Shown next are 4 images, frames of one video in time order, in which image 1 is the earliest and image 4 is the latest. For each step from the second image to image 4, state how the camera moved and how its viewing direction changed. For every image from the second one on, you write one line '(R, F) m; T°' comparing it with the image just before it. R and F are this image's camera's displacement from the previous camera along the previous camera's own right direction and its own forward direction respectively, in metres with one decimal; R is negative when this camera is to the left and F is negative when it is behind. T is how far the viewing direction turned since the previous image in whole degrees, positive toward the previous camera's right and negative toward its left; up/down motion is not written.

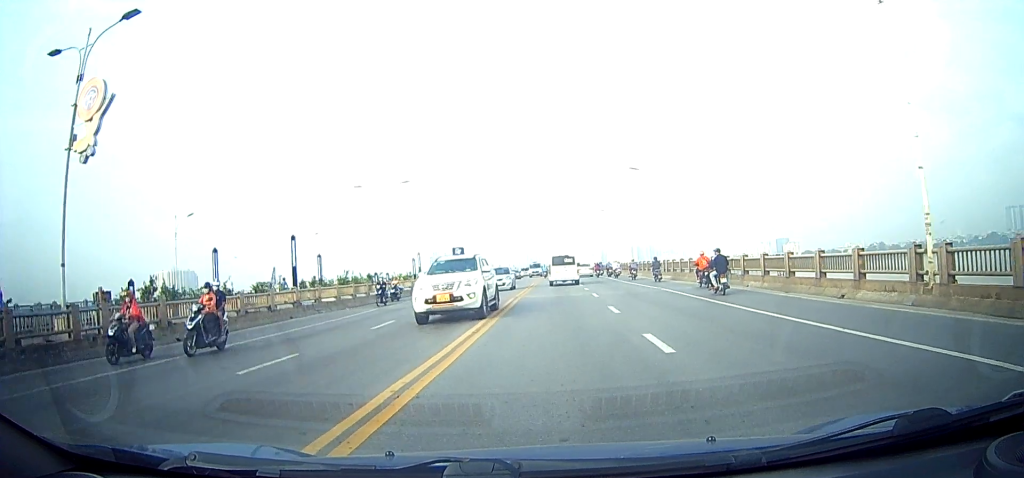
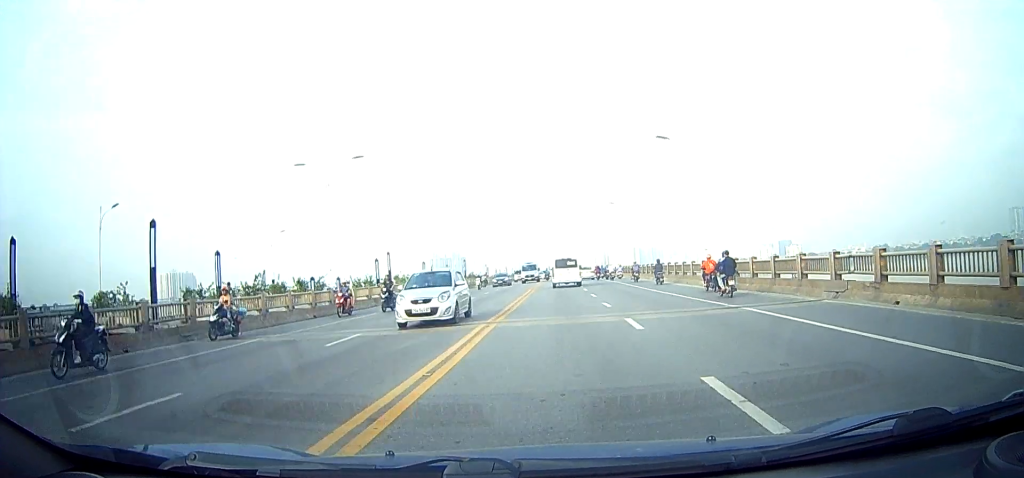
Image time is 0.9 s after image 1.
(-0.1, +10.5) m; -1°
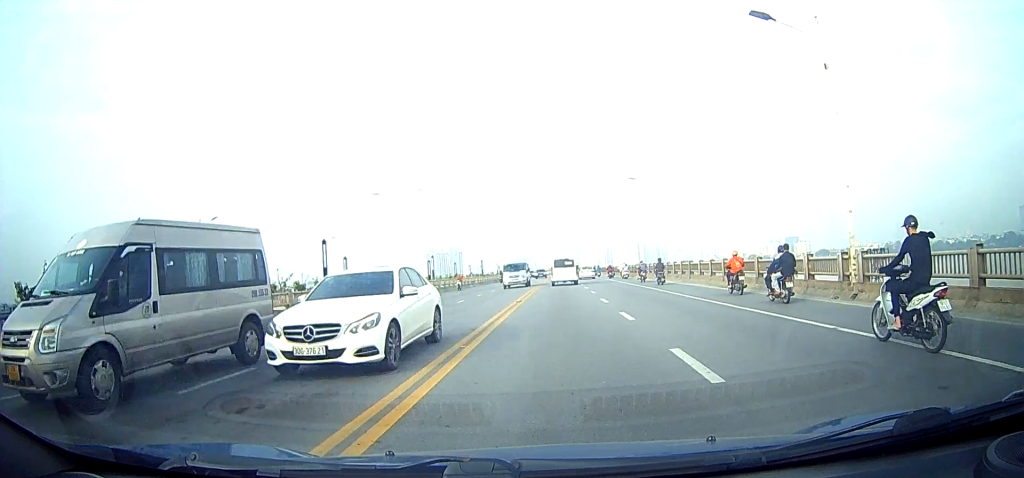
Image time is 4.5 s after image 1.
(-1.6, +45.7) m; -2°
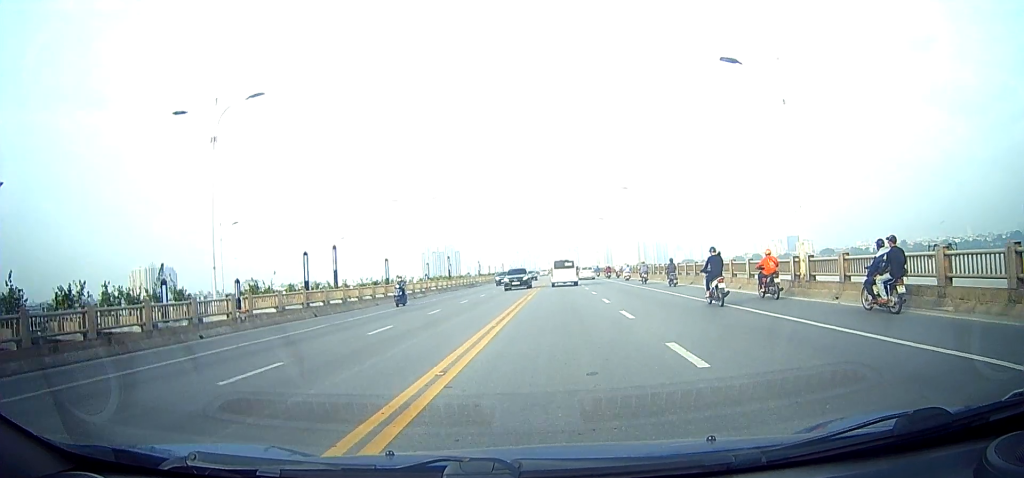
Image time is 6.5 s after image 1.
(+0.9, +23.2) m; +4°
